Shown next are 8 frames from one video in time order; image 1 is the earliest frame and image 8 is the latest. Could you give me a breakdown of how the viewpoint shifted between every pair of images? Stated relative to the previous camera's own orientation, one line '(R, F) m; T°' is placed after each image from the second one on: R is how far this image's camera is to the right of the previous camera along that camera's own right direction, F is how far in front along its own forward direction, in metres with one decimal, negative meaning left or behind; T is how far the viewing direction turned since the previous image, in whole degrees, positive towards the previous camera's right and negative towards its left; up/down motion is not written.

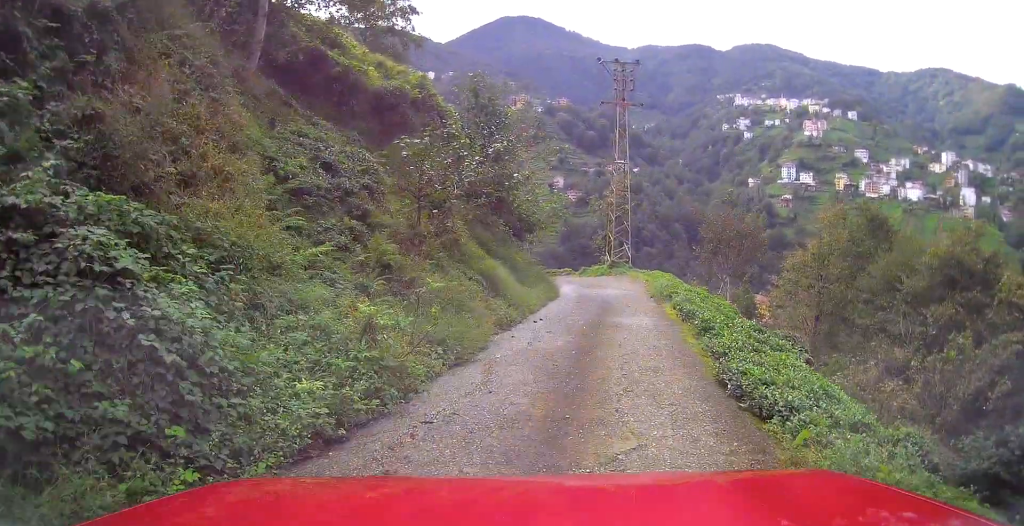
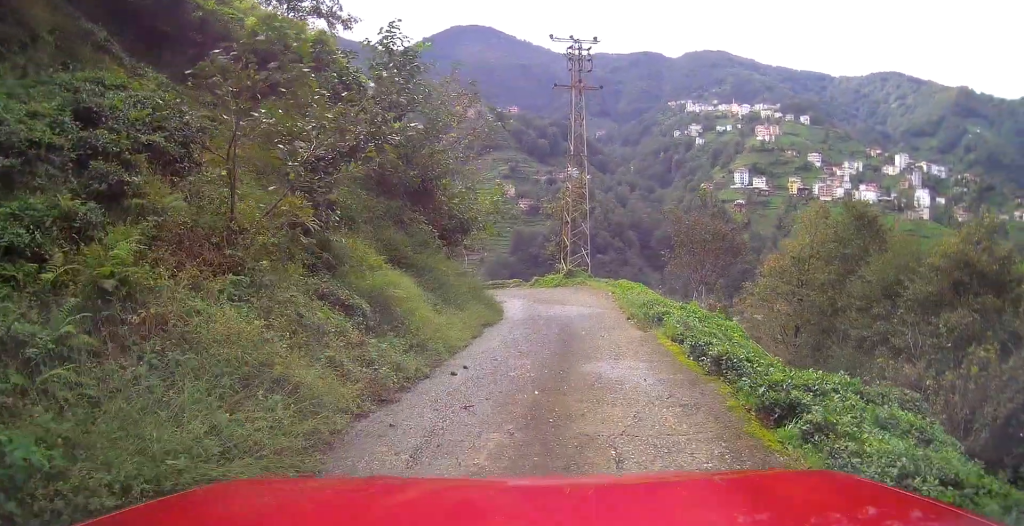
(-0.1, +5.3) m; -1°
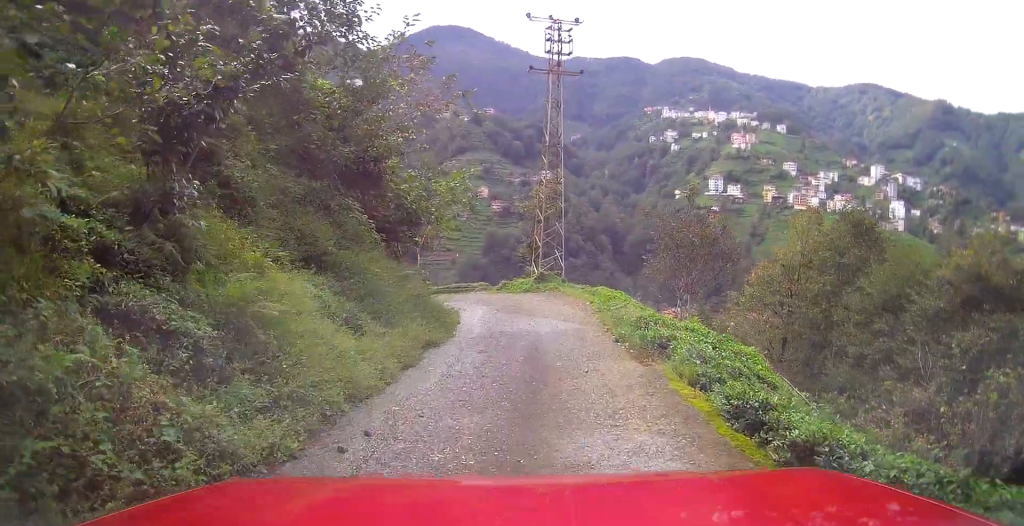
(0.0, +3.3) m; +1°
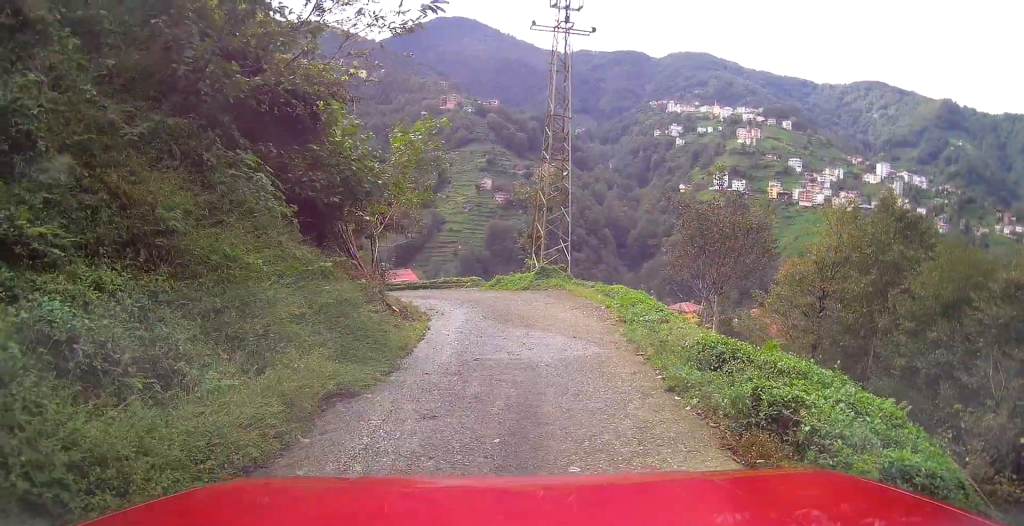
(+0.1, +4.7) m; +4°
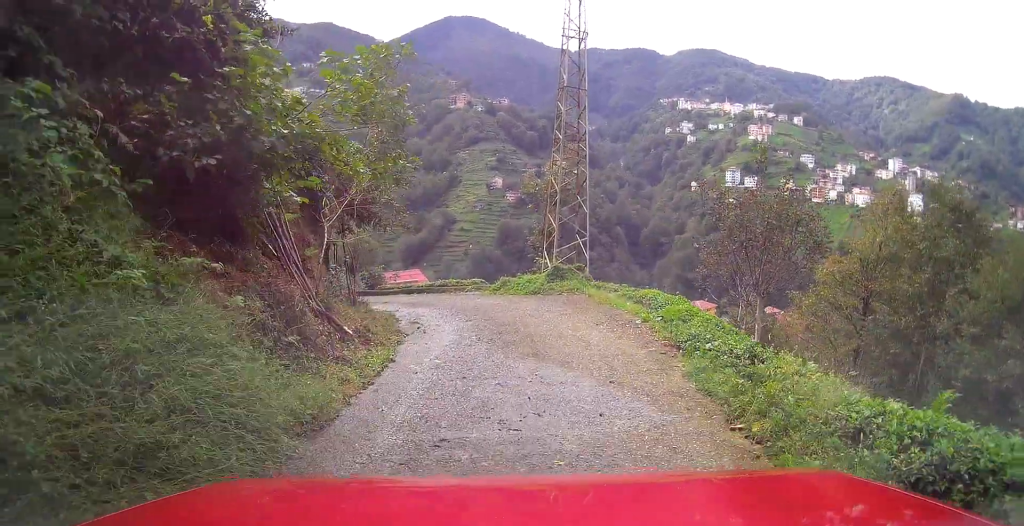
(+0.2, +3.9) m; +1°
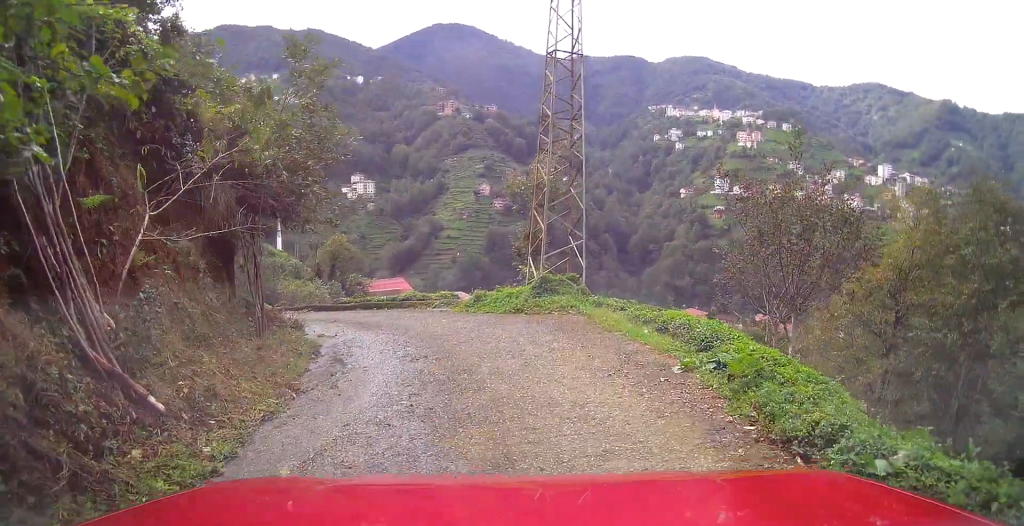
(-0.1, +4.5) m; -3°
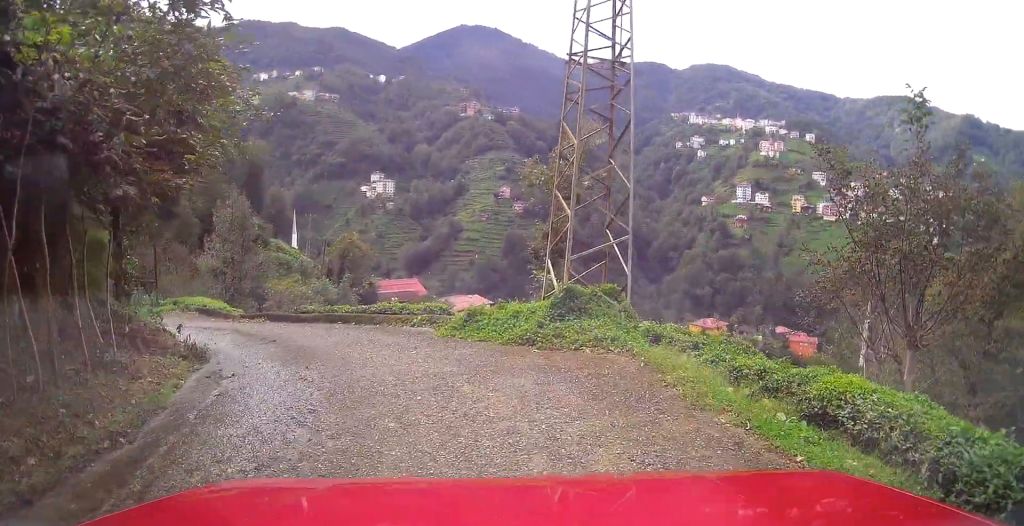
(-0.2, +5.7) m; -11°
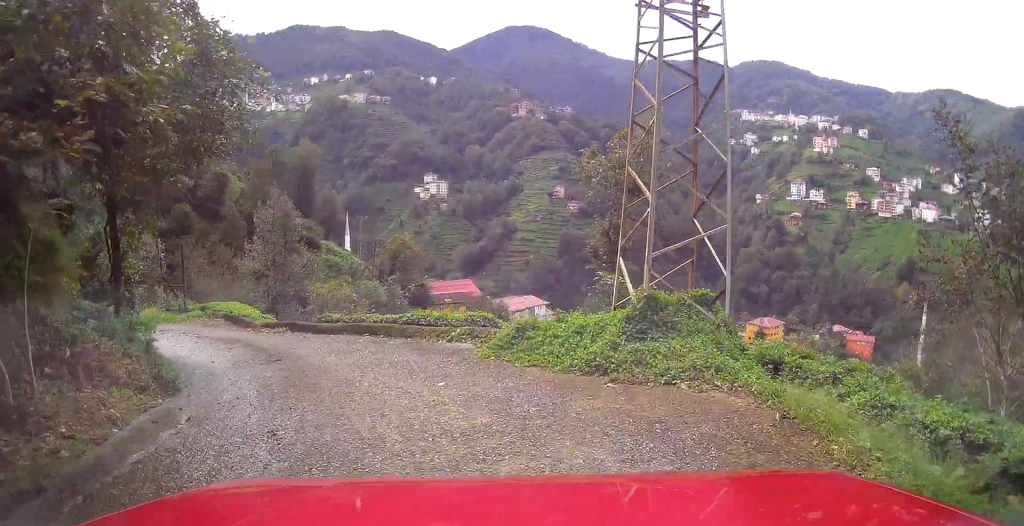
(-0.3, +2.6) m; -13°
